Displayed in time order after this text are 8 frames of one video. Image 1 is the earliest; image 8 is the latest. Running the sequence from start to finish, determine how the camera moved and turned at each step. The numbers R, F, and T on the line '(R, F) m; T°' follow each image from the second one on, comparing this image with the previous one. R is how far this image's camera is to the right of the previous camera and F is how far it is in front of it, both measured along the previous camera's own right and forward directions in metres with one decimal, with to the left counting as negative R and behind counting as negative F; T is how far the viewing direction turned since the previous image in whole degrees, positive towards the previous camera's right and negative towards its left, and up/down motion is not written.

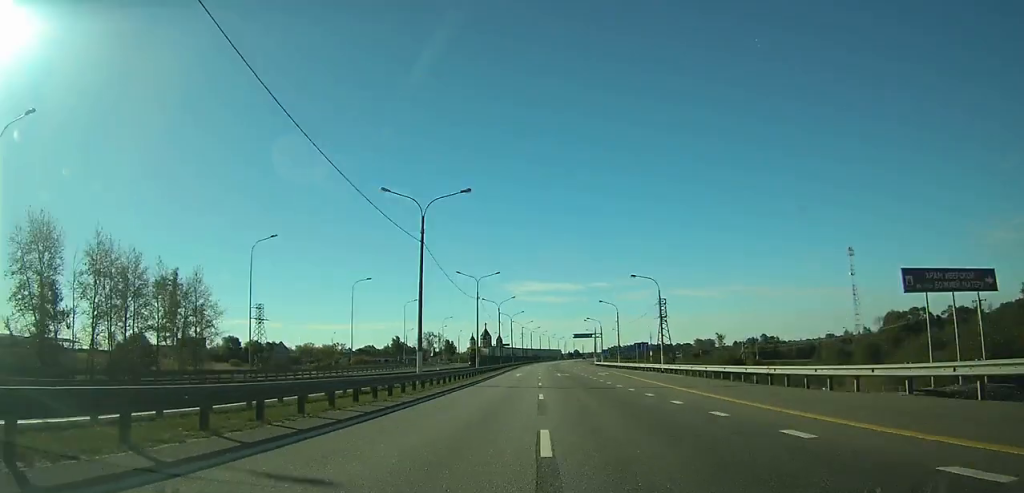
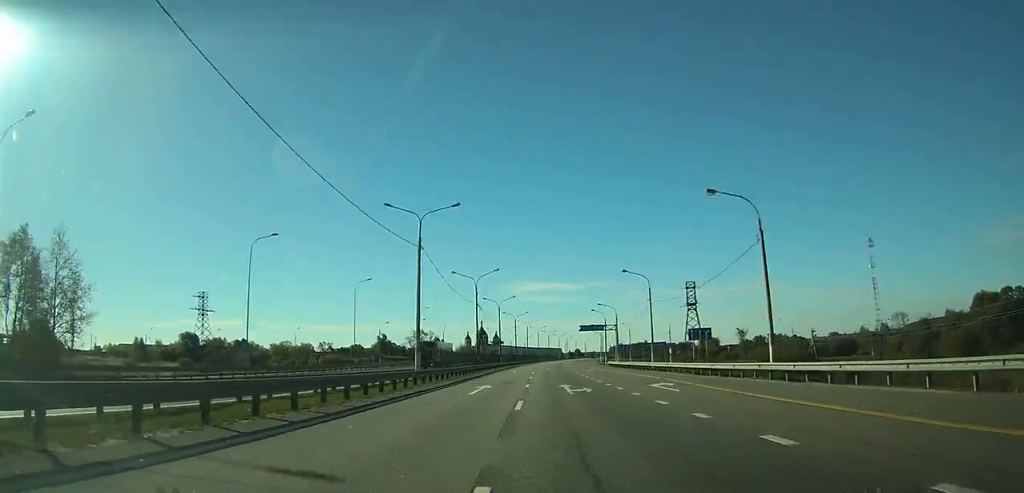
(0.0, +28.7) m; 0°
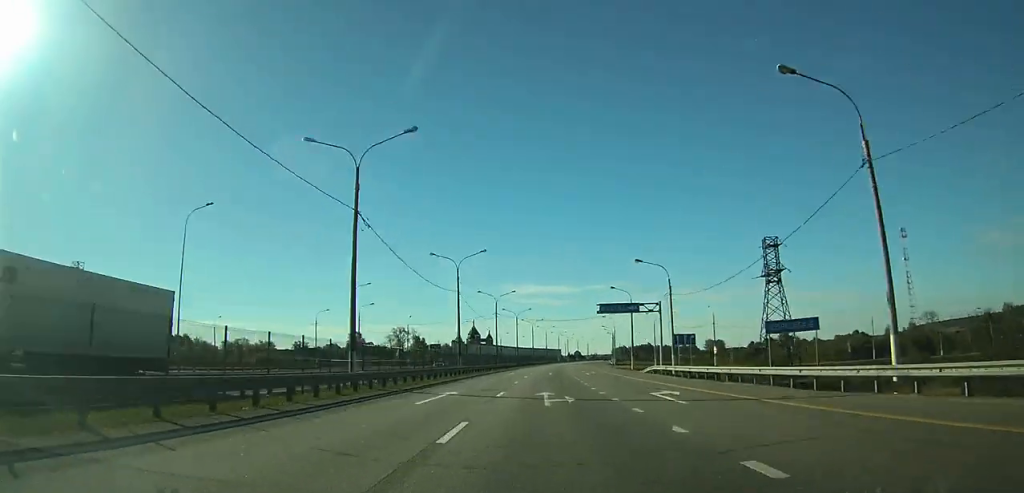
(+0.1, +40.8) m; 0°
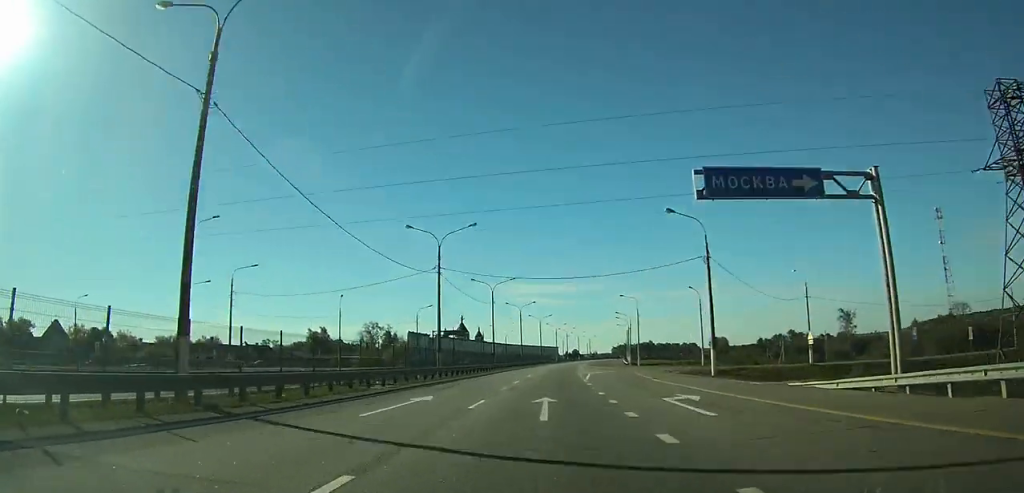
(+0.2, +40.3) m; 0°
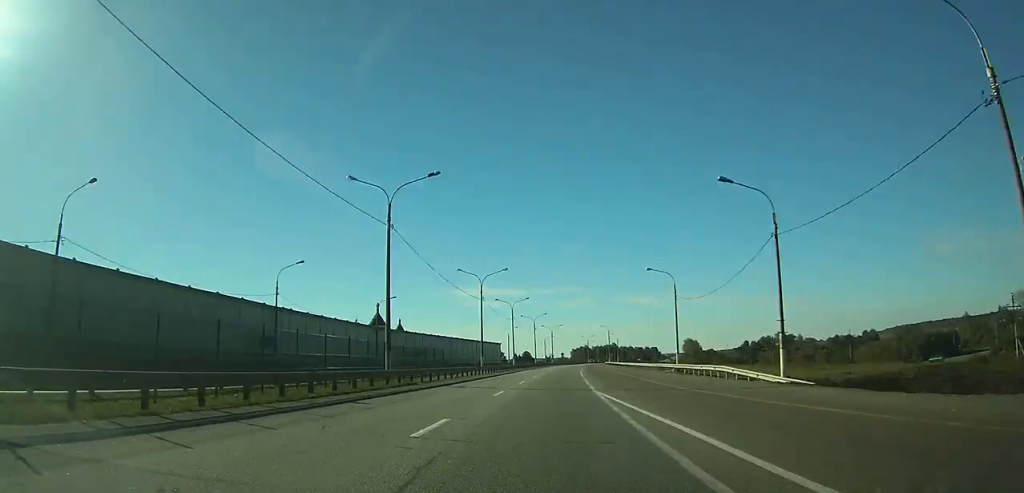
(+2.5, +108.7) m; +4°
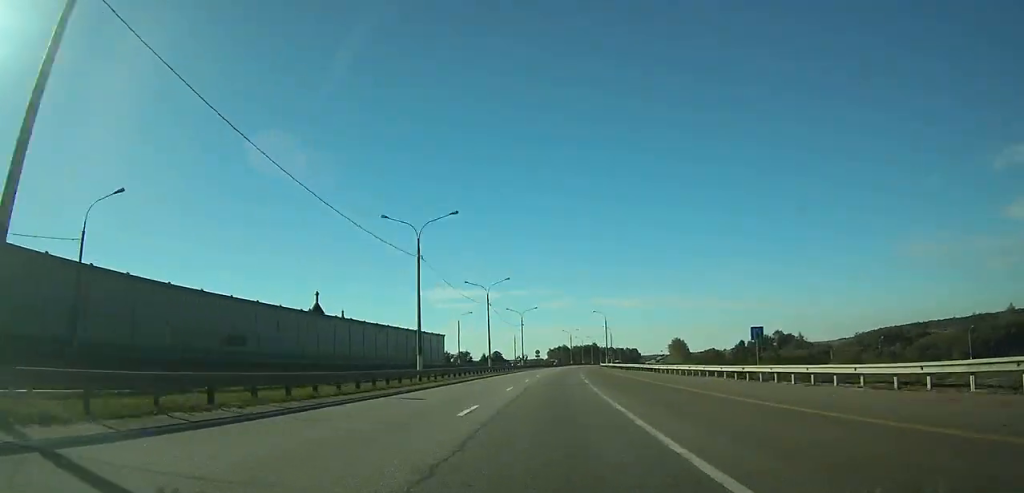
(+1.5, +58.0) m; +3°
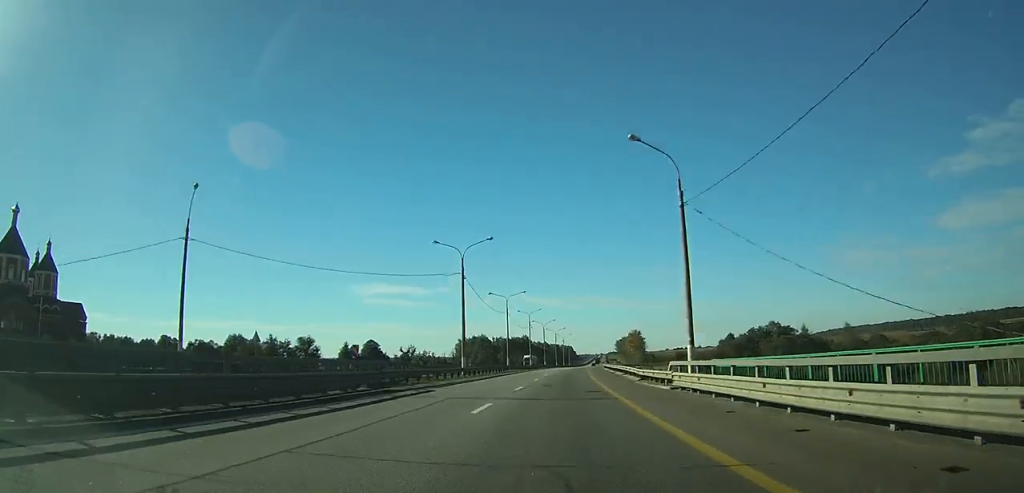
(+8.2, +145.1) m; +7°
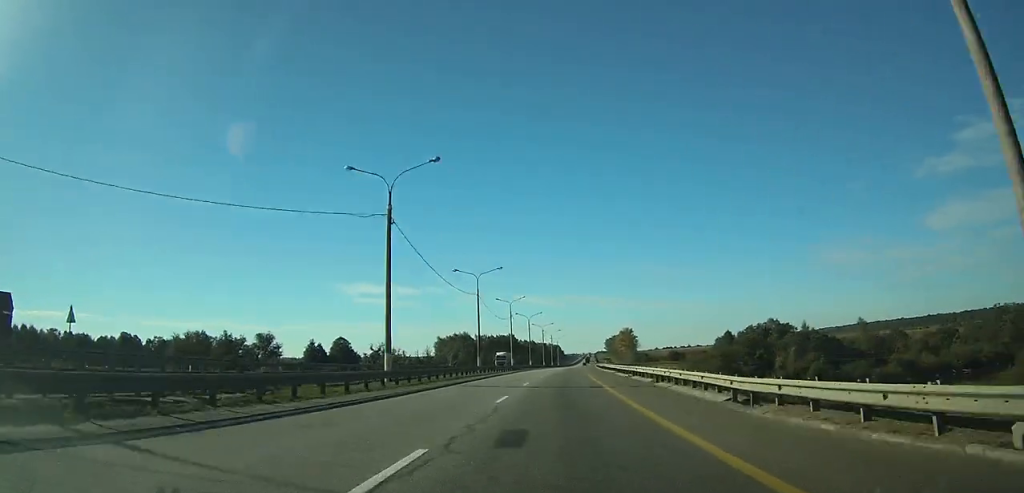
(+0.3, +20.7) m; +1°
